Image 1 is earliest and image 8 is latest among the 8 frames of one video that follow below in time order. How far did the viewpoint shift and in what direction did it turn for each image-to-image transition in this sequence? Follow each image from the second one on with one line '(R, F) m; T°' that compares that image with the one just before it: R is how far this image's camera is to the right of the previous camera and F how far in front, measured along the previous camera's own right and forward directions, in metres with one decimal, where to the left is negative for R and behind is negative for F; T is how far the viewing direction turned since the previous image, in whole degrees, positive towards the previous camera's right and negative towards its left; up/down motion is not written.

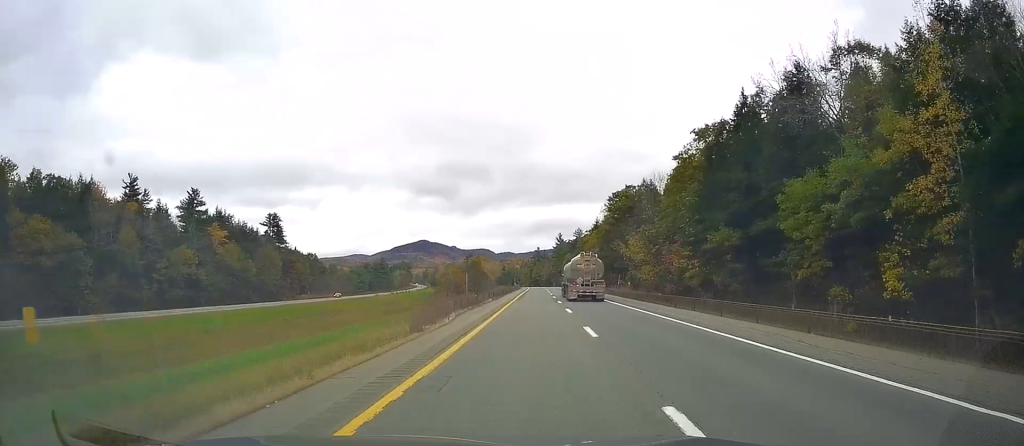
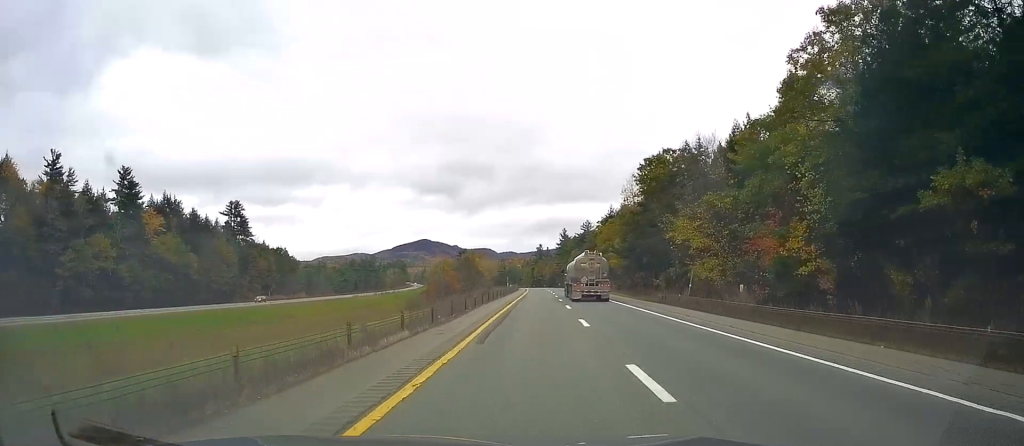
(+0.3, +32.7) m; 0°
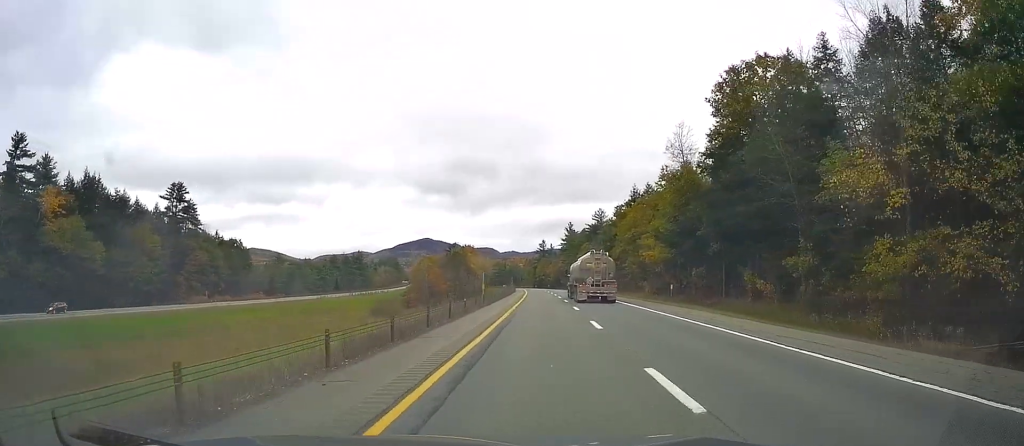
(-0.3, +36.8) m; -1°
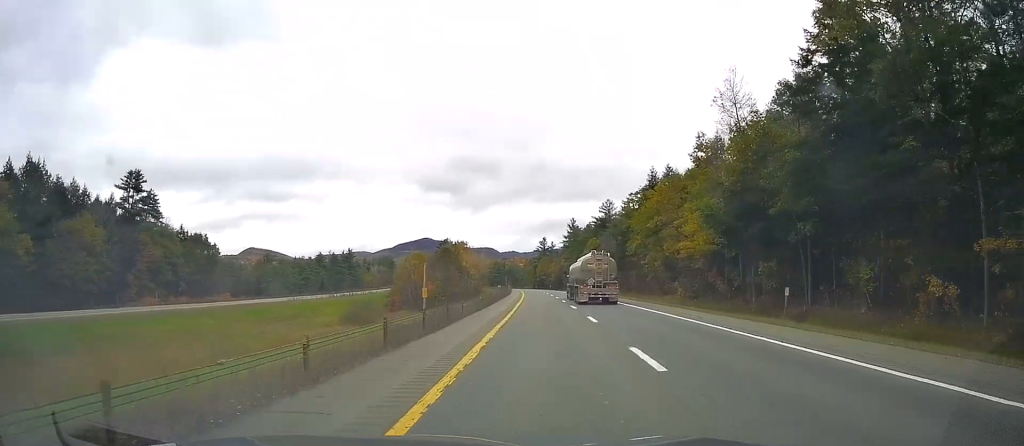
(-0.2, +20.8) m; 0°
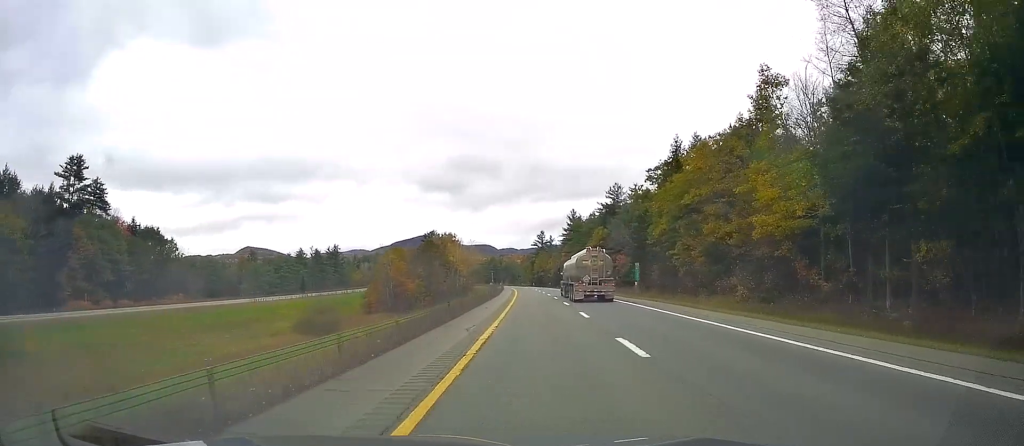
(-0.4, +22.3) m; +1°
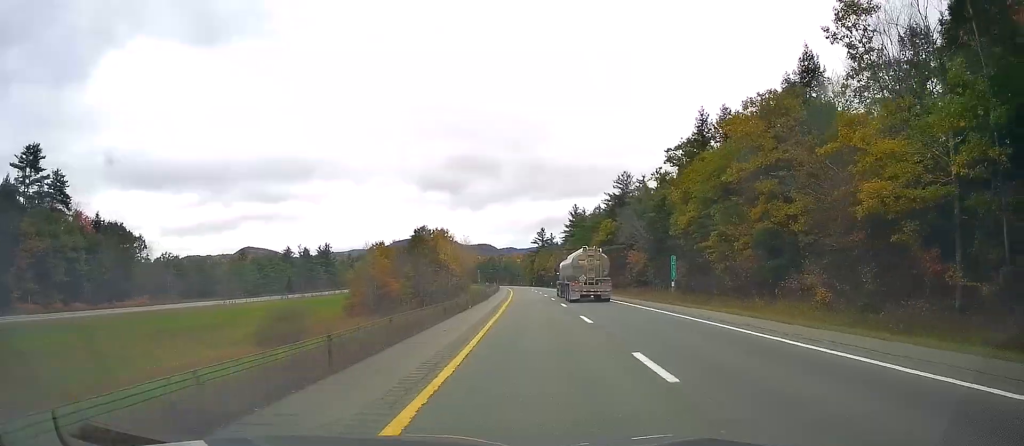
(+0.4, +14.8) m; +1°
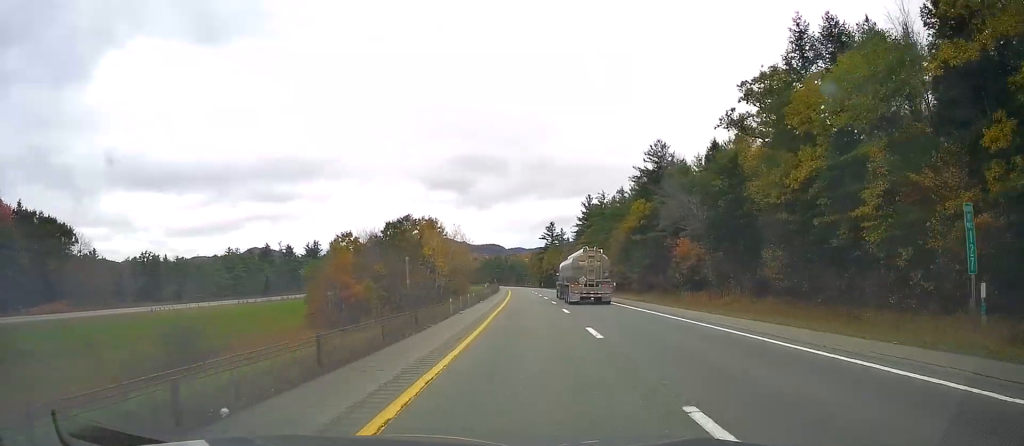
(+0.4, +29.2) m; 0°
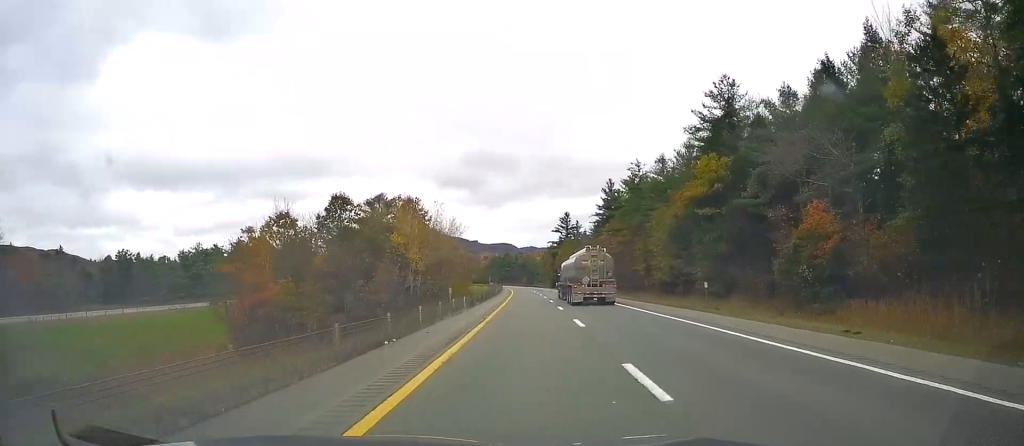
(-0.3, +32.2) m; -1°
